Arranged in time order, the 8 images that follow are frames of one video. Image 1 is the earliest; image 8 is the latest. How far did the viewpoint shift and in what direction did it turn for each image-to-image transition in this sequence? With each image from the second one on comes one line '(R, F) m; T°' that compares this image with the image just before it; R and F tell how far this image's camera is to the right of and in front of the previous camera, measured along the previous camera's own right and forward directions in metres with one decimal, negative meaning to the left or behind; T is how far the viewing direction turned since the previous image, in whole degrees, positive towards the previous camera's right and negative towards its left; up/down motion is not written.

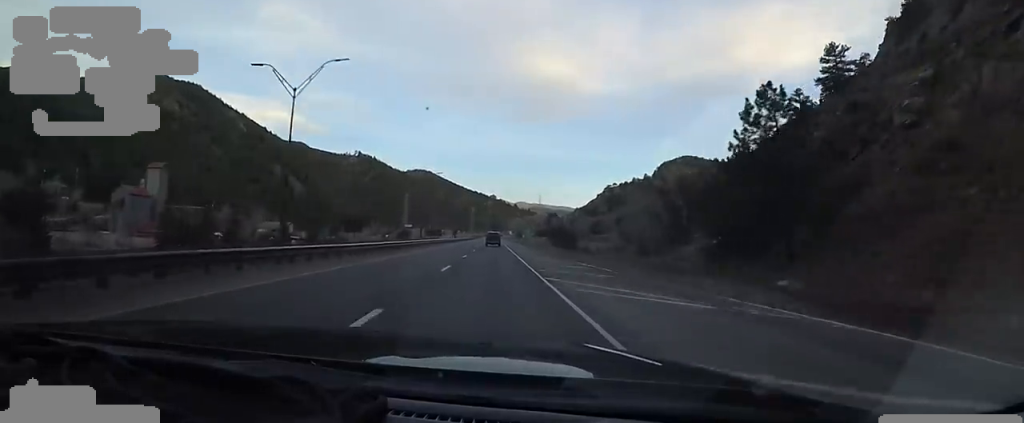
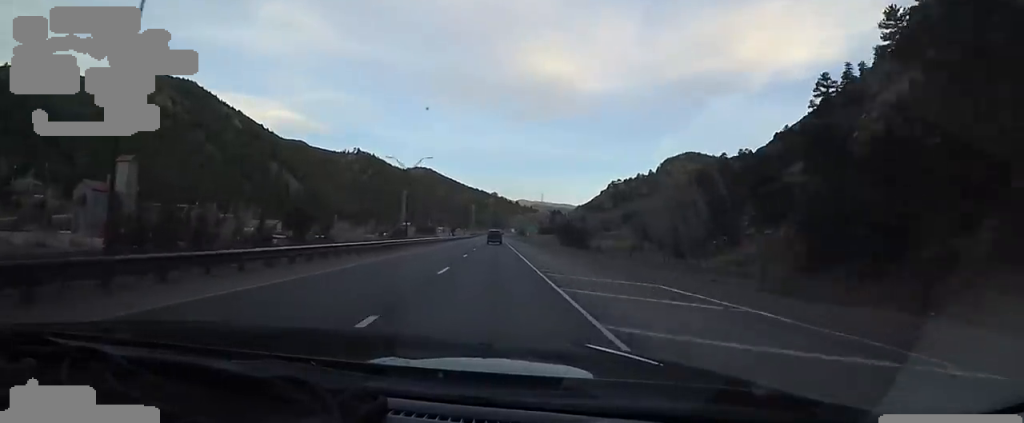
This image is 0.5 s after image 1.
(0.0, +14.4) m; -2°
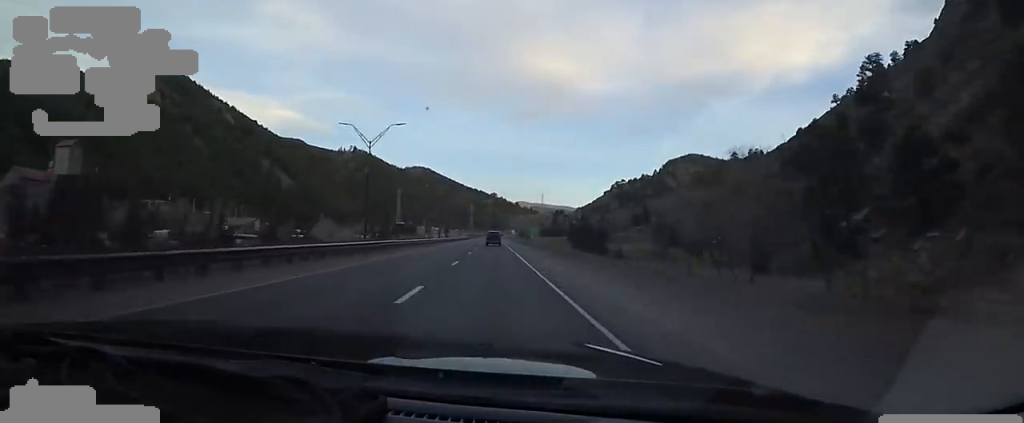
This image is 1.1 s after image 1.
(+0.9, +20.7) m; -7°
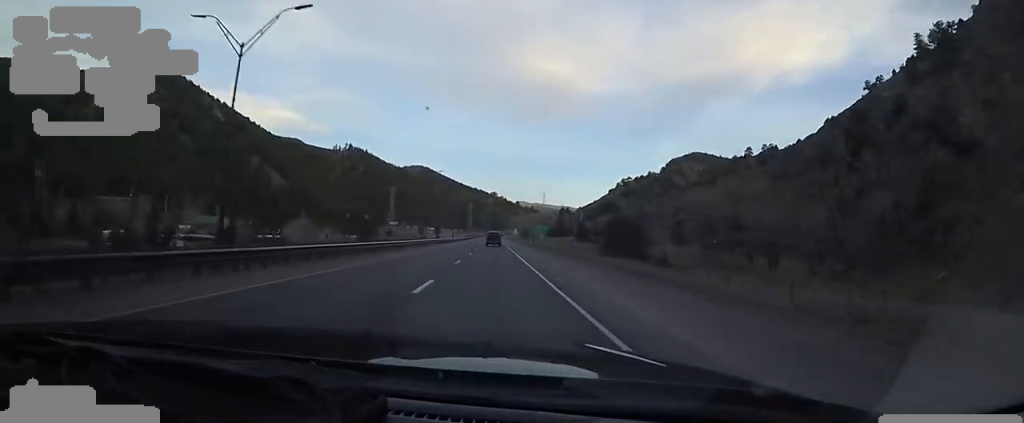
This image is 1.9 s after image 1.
(-3.7, +24.6) m; -5°
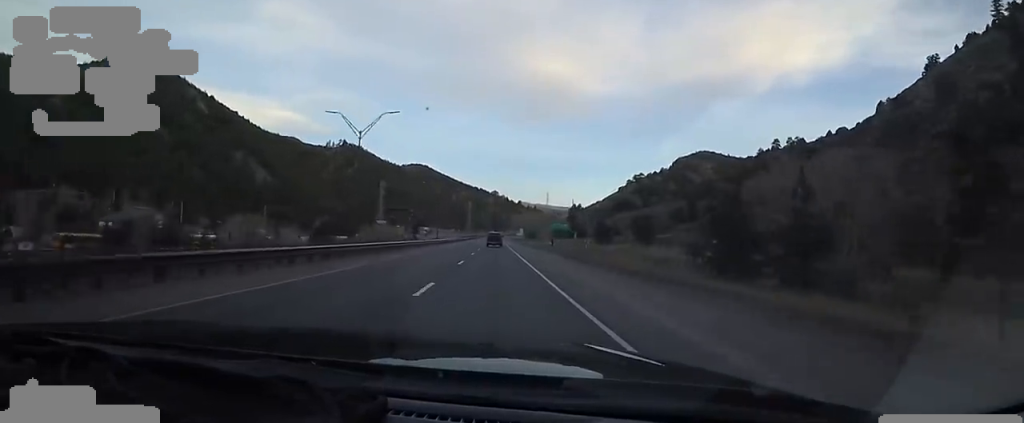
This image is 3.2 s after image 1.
(0.0, +38.4) m; +1°
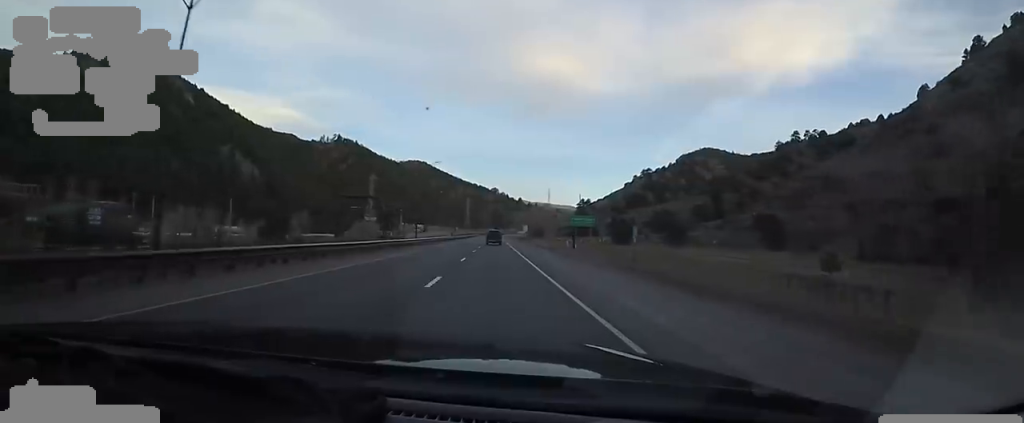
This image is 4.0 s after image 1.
(-0.2, +24.5) m; +2°
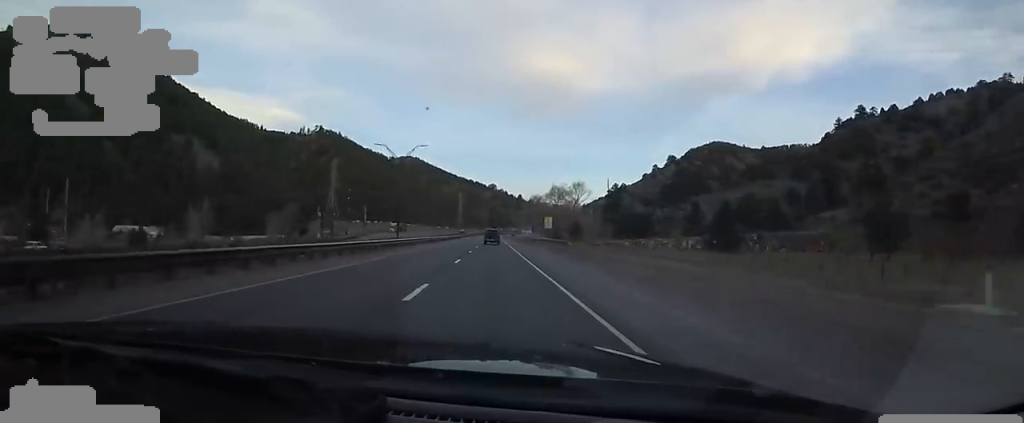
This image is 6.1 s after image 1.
(+3.6, +64.6) m; +4°
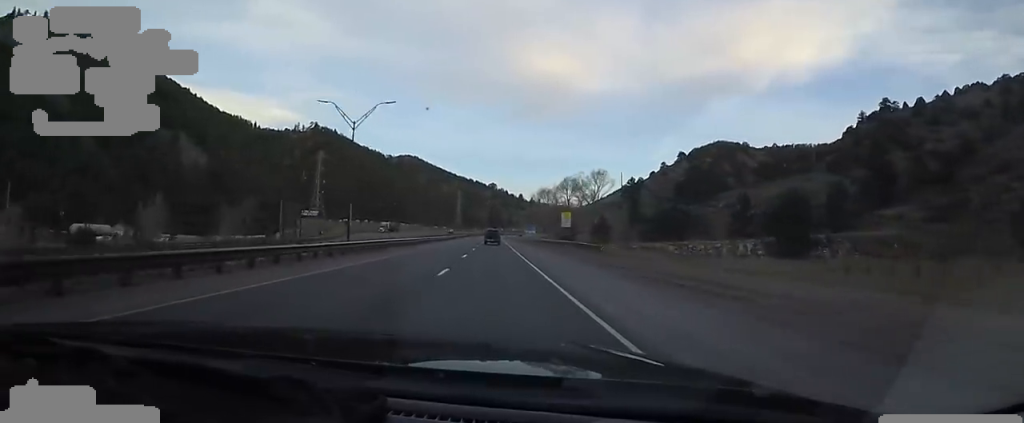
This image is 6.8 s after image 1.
(-0.2, +18.3) m; 0°
